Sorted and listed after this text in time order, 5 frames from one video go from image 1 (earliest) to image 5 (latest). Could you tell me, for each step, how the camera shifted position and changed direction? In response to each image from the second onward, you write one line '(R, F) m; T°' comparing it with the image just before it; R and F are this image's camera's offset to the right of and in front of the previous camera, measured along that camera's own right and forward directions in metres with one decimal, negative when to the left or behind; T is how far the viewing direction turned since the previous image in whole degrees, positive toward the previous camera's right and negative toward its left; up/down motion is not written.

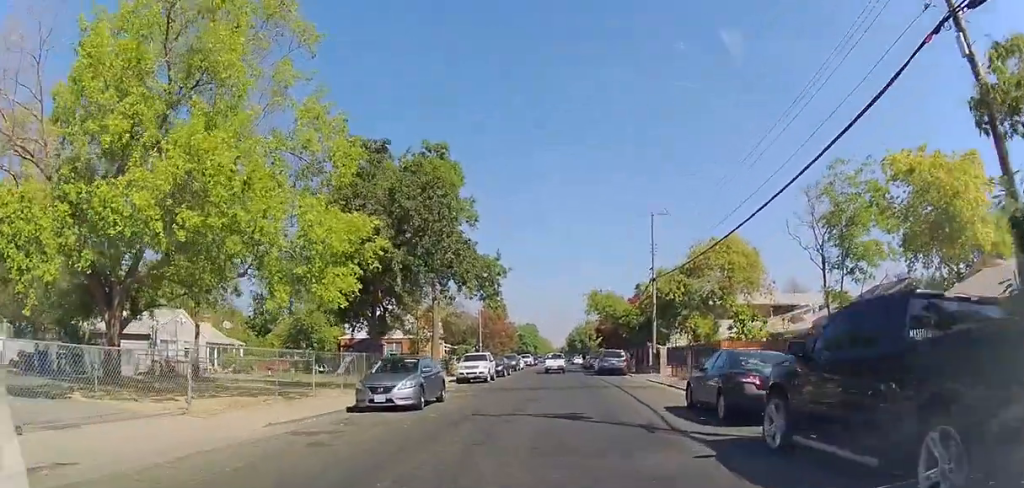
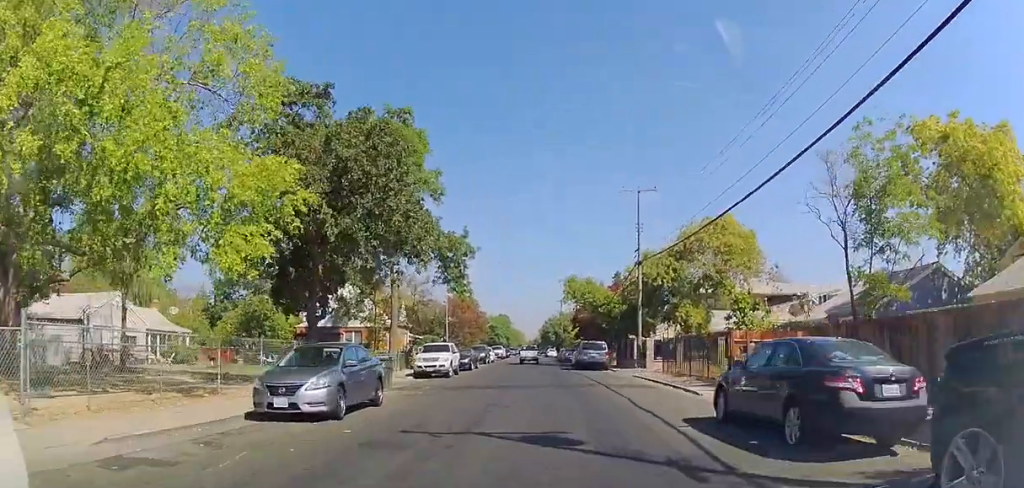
(0.0, +4.1) m; 0°
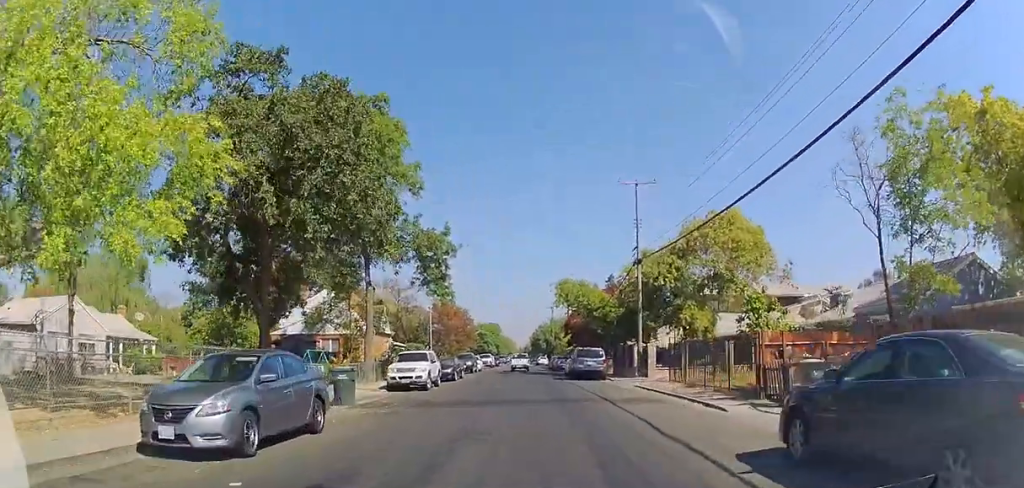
(0.0, +3.4) m; 0°
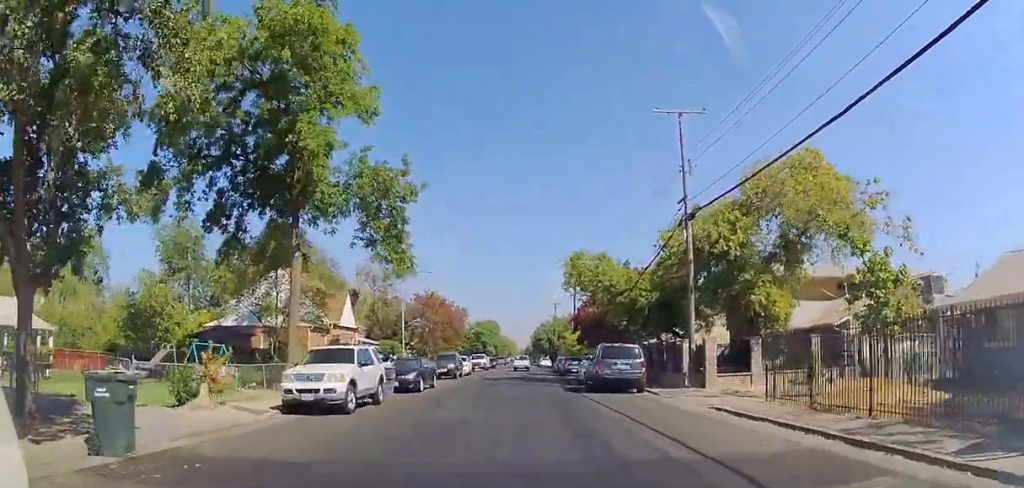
(0.0, +10.7) m; 0°
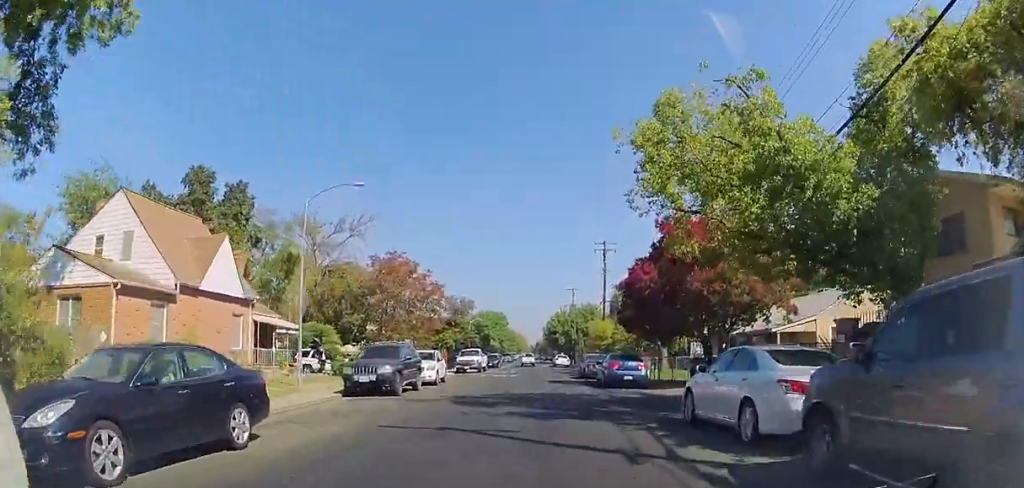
(+0.4, +18.7) m; +2°
